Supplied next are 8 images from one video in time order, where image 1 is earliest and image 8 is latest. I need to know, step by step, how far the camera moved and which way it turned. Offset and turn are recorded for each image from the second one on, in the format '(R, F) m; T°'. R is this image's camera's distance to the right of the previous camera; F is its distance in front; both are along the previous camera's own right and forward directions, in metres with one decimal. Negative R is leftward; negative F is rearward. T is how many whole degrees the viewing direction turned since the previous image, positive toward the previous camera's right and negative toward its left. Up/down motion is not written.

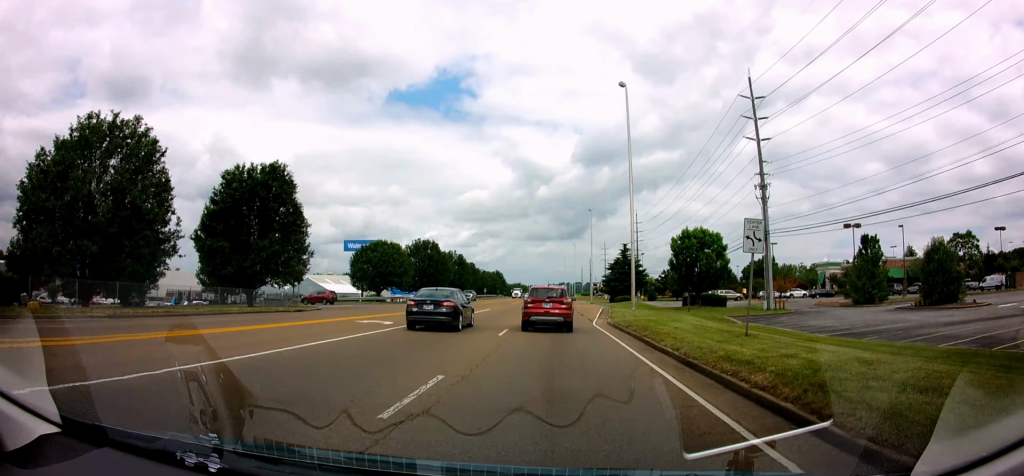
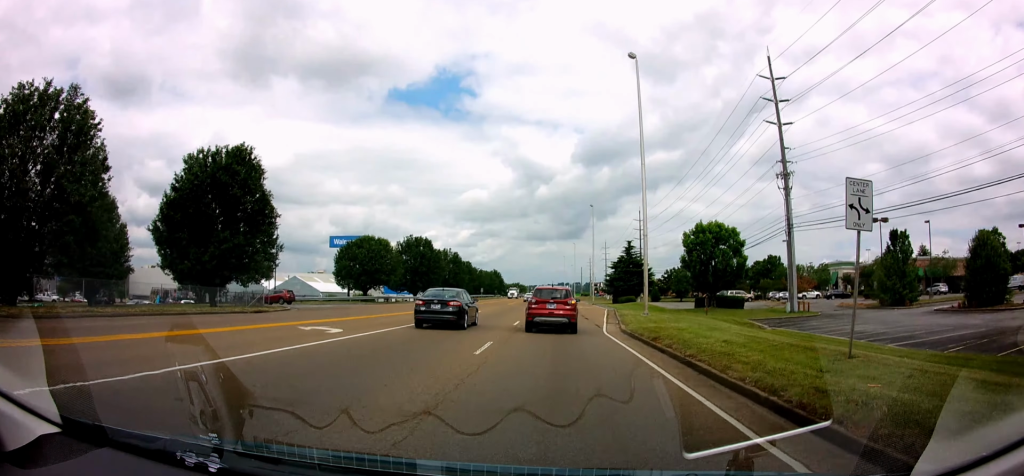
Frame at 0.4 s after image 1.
(-0.1, +5.4) m; -1°
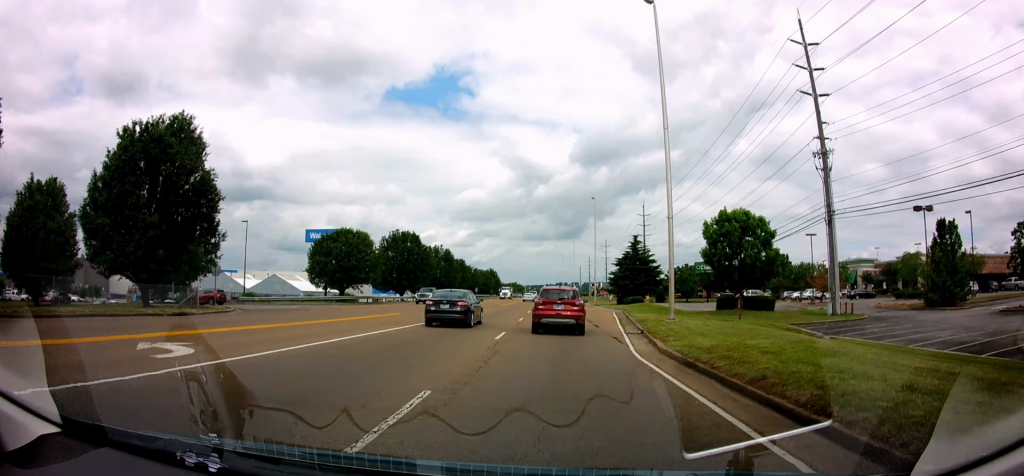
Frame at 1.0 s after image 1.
(-0.3, +8.4) m; -2°
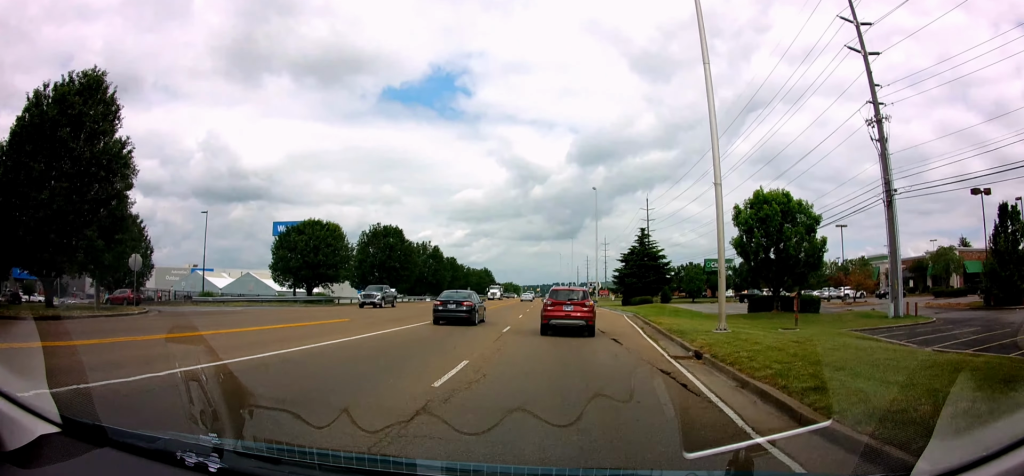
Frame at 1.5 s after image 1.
(-0.2, +8.5) m; 0°
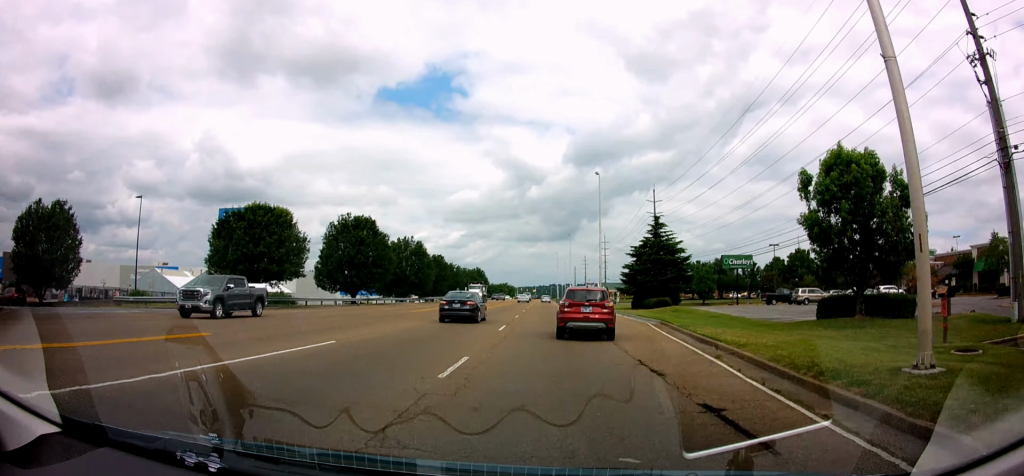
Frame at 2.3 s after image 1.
(-0.1, +11.0) m; +1°
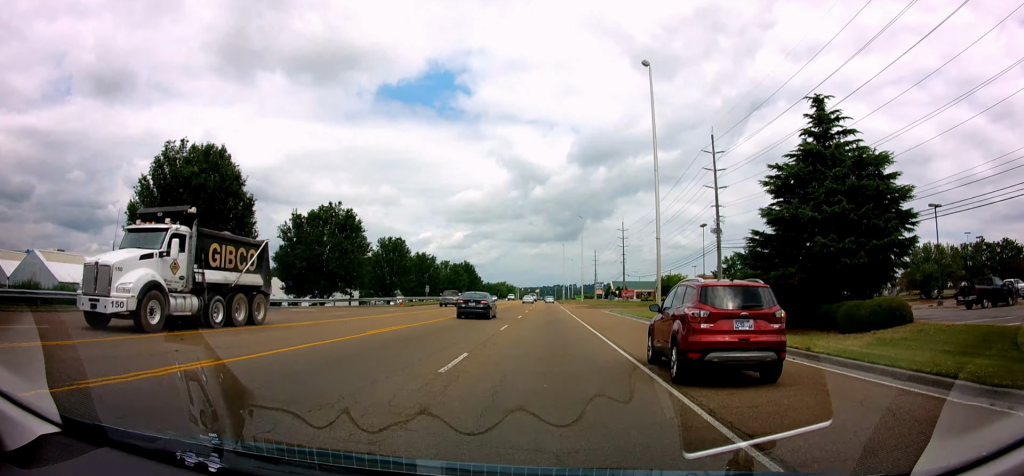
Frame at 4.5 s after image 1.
(+1.2, +35.0) m; +1°
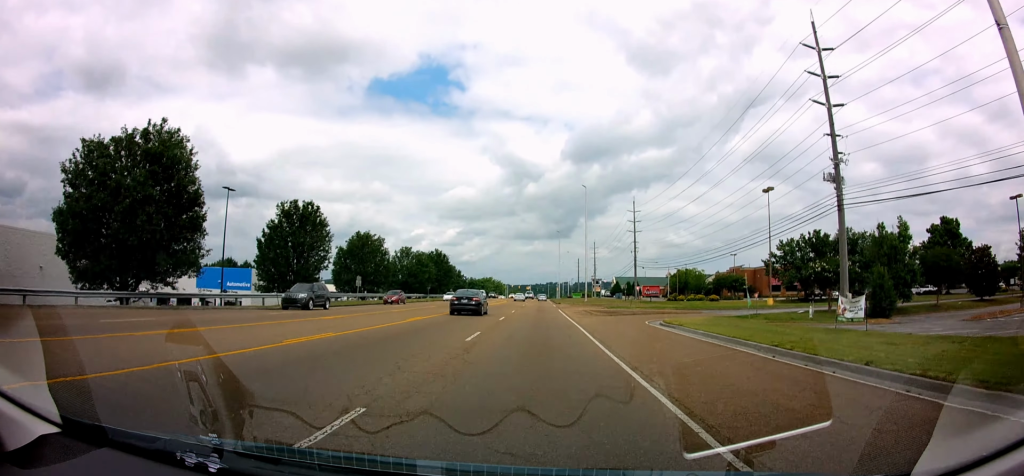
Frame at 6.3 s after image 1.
(+0.1, +30.4) m; 0°
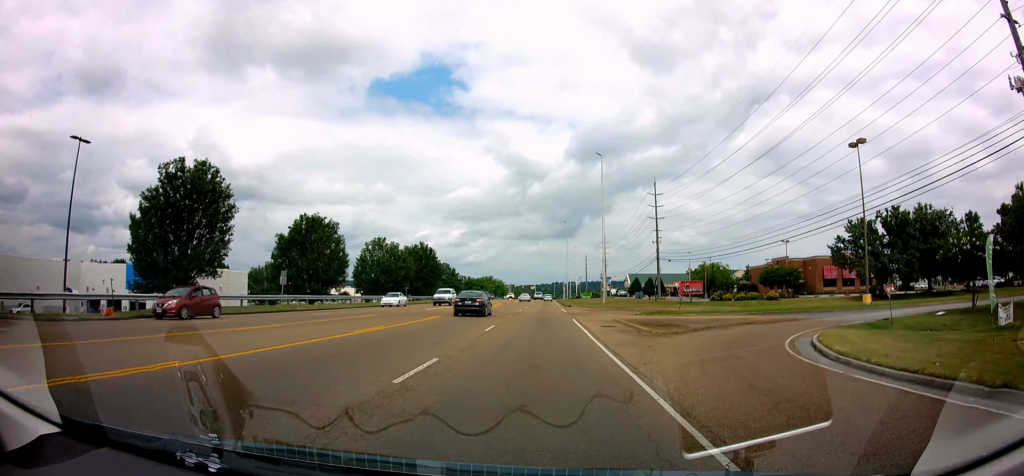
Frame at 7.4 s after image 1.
(-0.2, +19.8) m; 0°
